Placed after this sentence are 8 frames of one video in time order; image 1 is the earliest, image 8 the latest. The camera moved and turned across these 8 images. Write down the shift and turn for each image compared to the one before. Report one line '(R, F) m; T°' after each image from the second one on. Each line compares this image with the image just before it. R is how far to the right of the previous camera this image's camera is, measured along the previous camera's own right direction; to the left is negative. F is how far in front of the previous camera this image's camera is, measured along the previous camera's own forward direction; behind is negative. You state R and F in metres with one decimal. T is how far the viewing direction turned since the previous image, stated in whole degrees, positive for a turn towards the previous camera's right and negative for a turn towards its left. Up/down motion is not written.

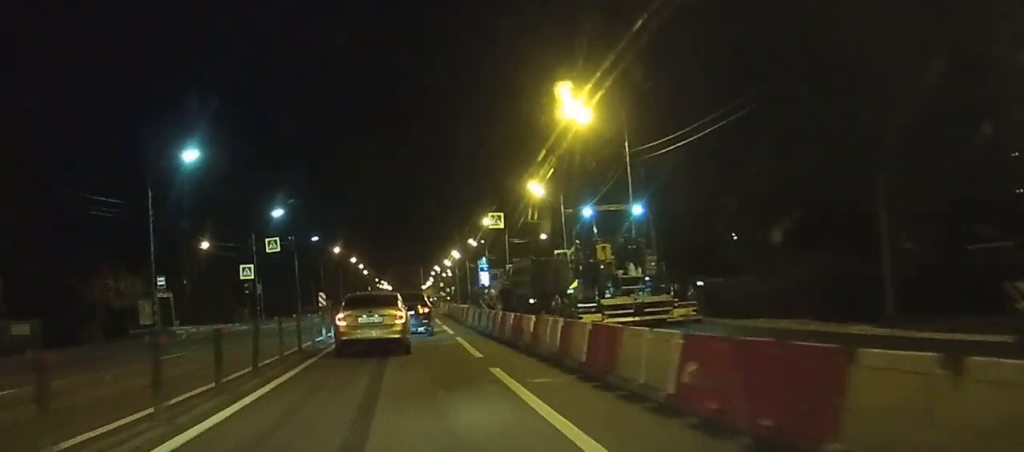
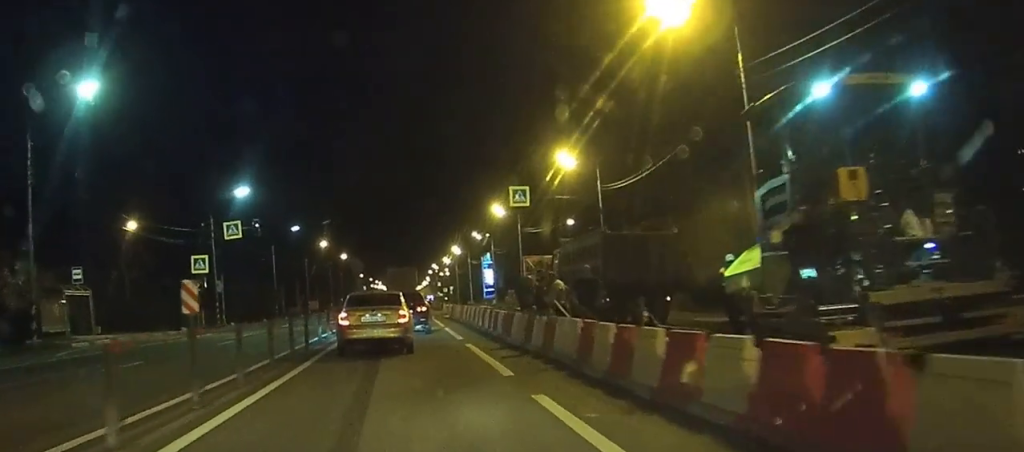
(+0.1, +16.6) m; +2°
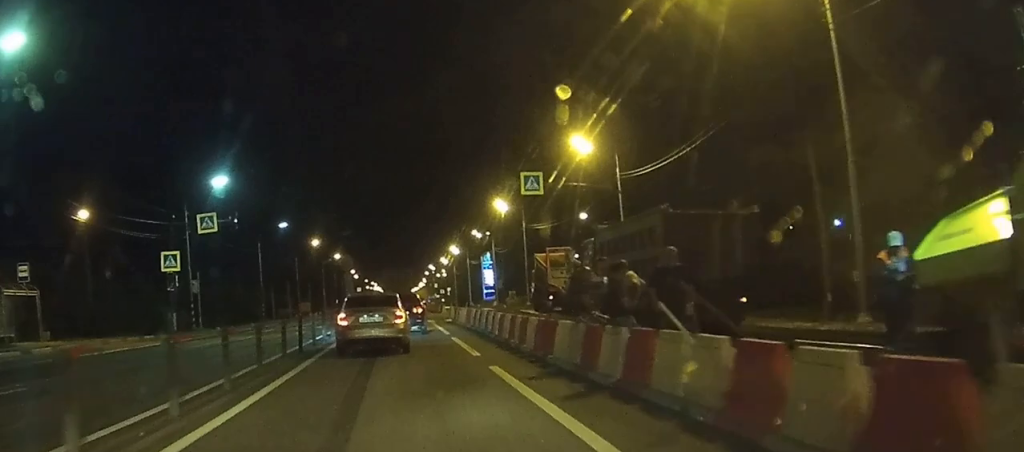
(+0.1, +6.8) m; +1°
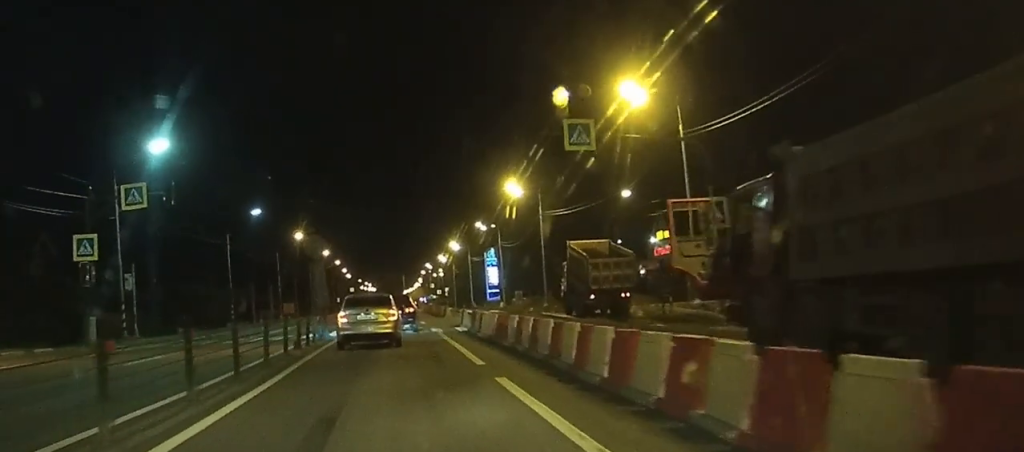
(0.0, +14.3) m; 0°
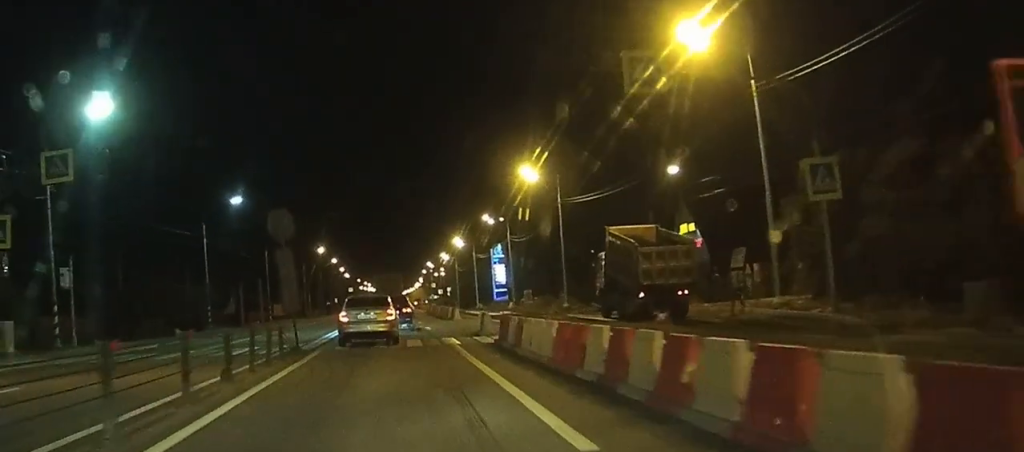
(0.0, +9.3) m; -1°
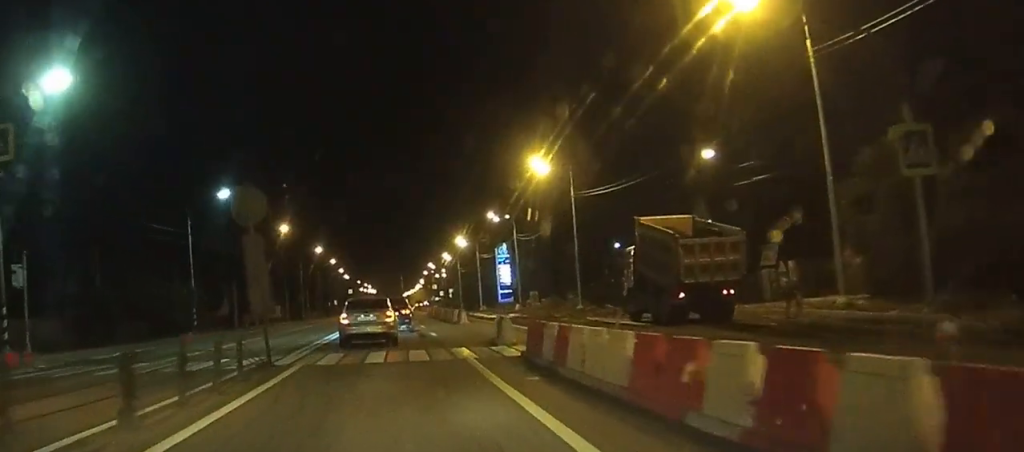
(0.0, +5.0) m; 0°
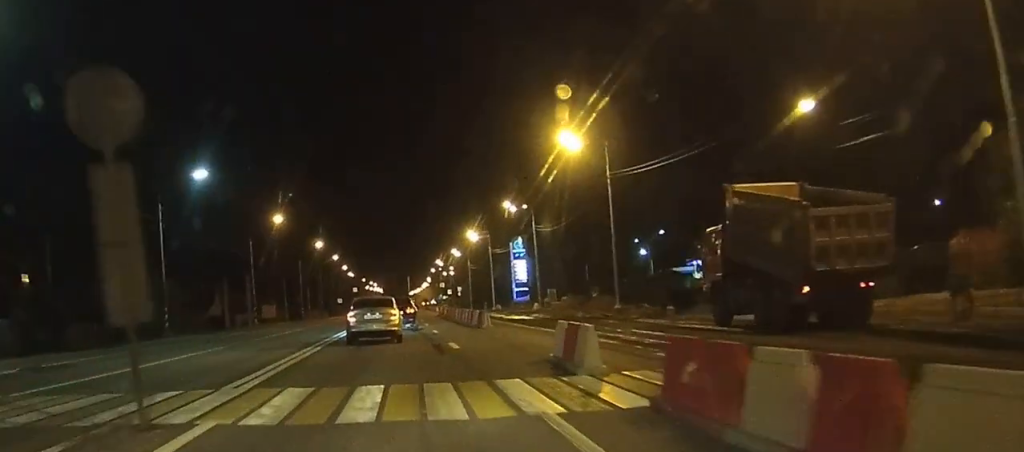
(-0.1, +9.4) m; -1°
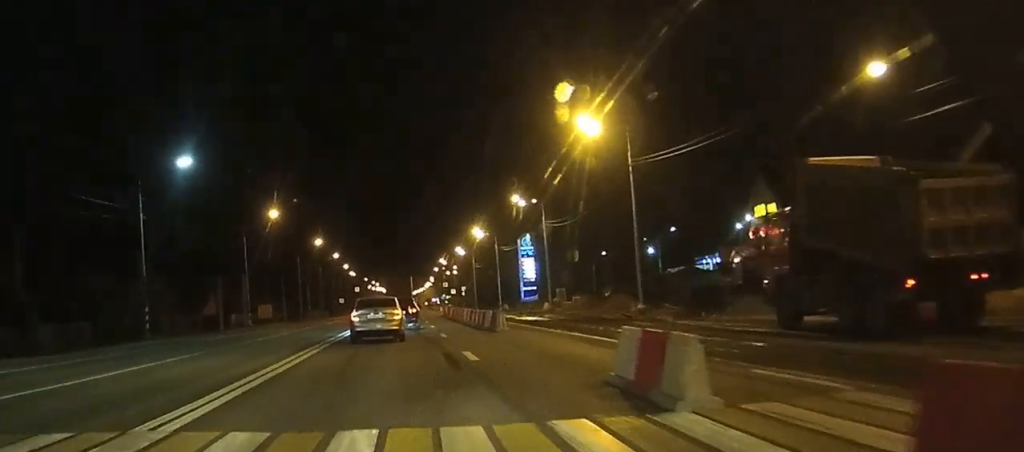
(0.0, +4.6) m; 0°
